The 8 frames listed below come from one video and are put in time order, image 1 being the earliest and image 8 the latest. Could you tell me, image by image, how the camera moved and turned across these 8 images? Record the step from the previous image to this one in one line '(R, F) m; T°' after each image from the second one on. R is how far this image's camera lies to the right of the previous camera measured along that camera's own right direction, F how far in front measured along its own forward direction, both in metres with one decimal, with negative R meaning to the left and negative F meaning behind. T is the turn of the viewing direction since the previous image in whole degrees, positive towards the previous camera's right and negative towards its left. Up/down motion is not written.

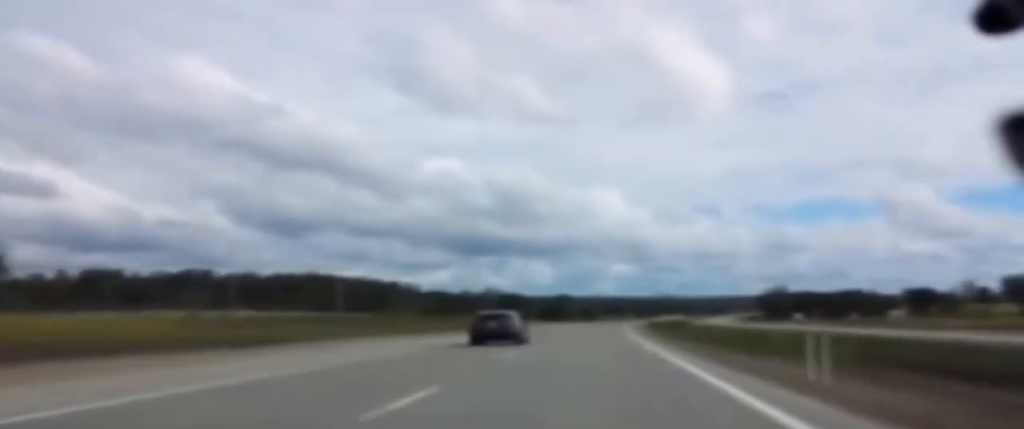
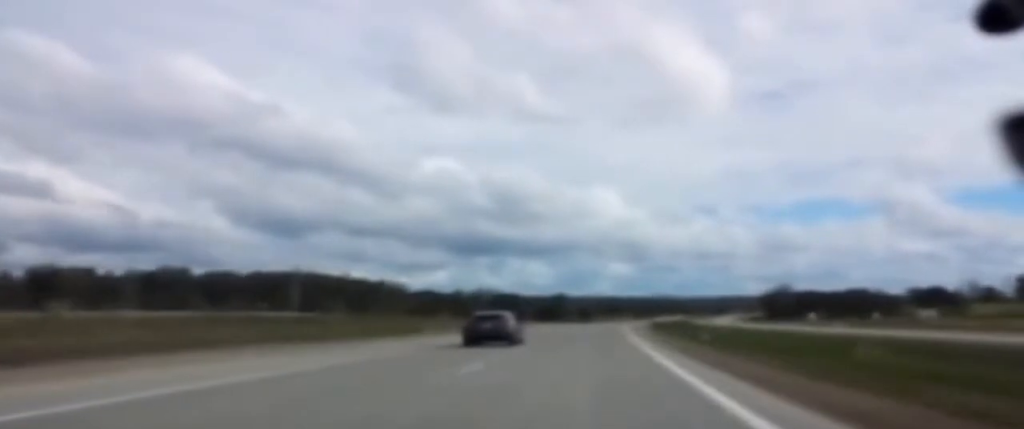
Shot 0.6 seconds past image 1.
(-0.1, +17.5) m; 0°
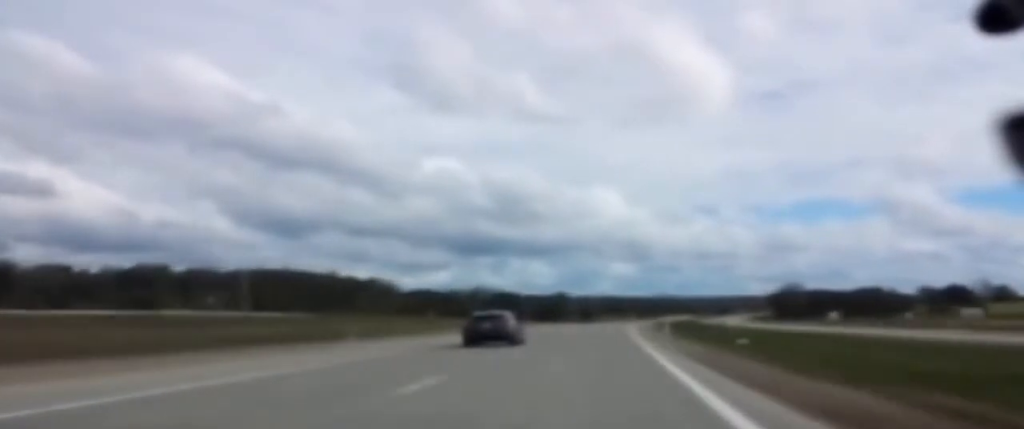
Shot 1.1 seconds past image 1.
(+0.1, +17.5) m; 0°
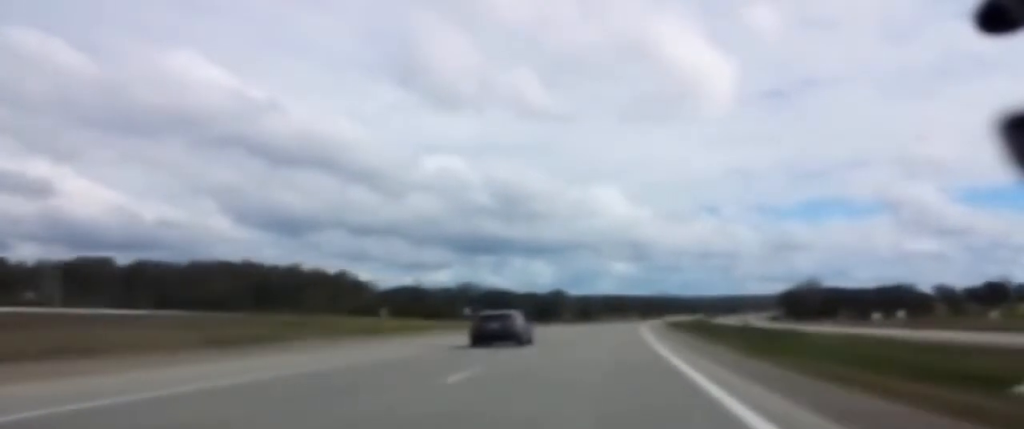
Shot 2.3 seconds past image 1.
(+0.1, +35.1) m; 0°
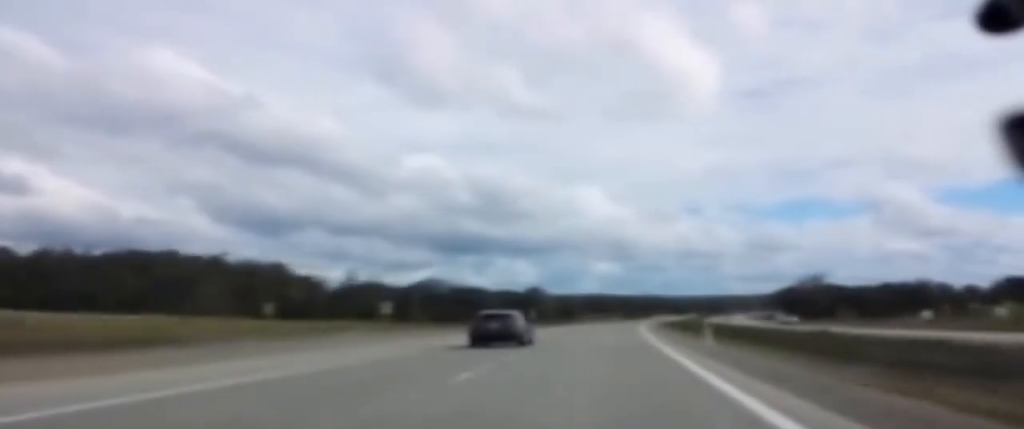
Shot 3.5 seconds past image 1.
(+0.1, +38.2) m; +1°
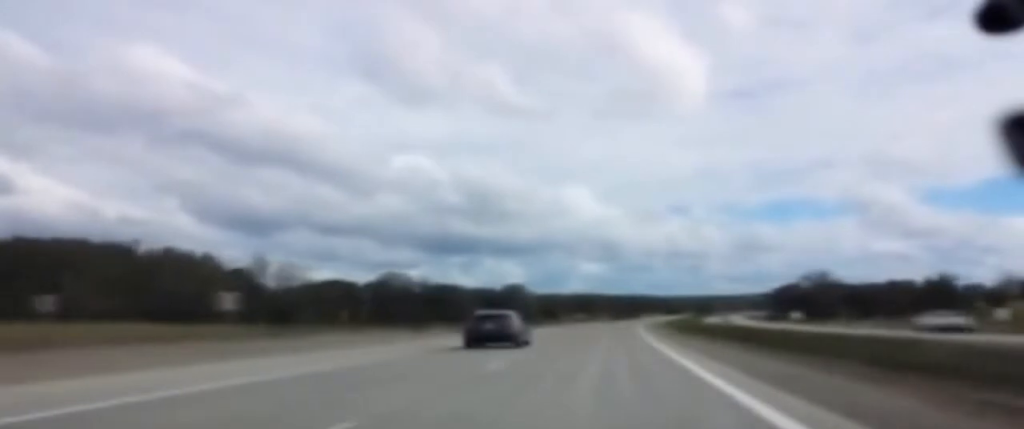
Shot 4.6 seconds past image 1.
(+0.3, +33.9) m; +1°
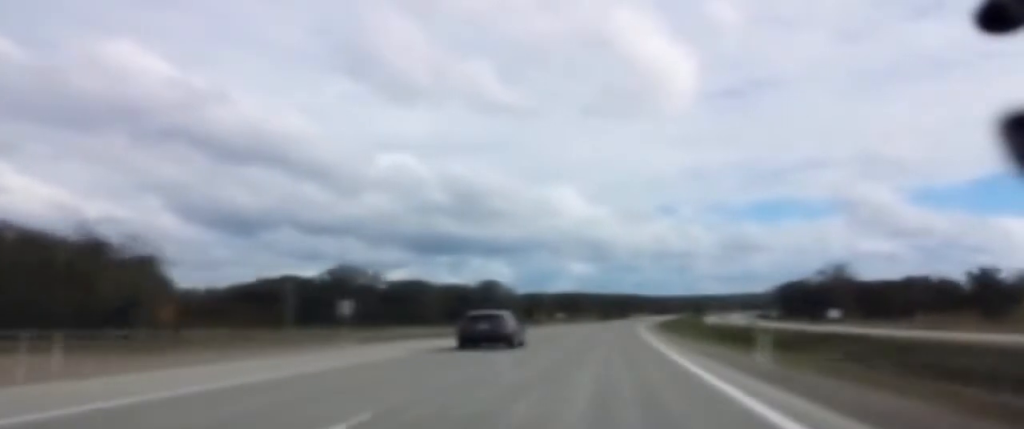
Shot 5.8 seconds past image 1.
(+0.2, +36.8) m; +1°
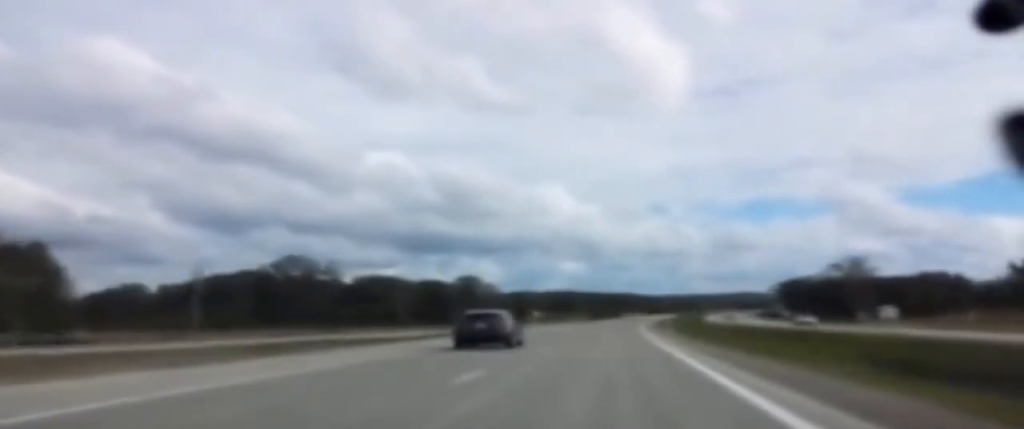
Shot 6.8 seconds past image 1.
(+0.1, +29.5) m; 0°
